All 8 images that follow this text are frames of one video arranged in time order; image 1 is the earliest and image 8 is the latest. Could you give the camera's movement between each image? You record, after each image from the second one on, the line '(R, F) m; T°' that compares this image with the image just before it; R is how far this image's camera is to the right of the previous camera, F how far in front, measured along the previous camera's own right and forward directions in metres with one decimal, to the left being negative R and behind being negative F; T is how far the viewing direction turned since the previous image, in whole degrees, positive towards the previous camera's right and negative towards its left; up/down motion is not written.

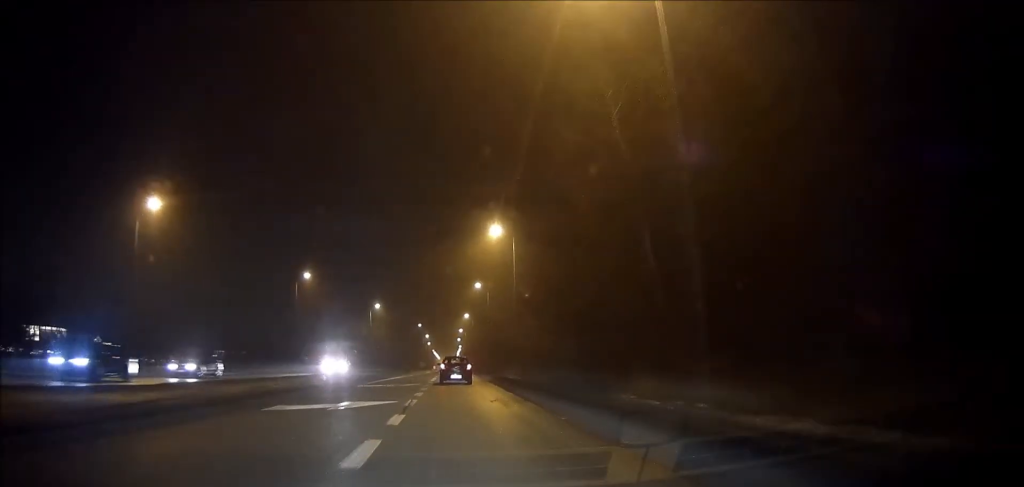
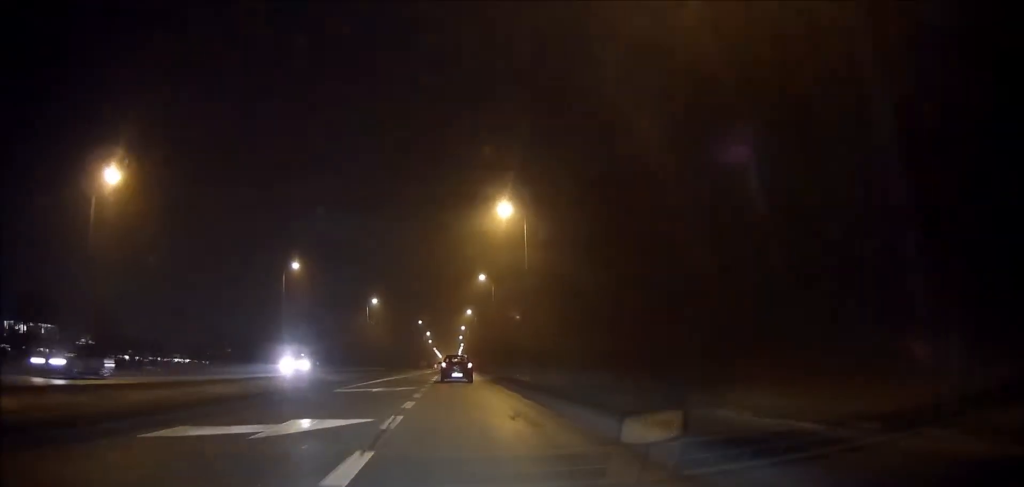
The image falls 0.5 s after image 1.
(0.0, +6.6) m; 0°
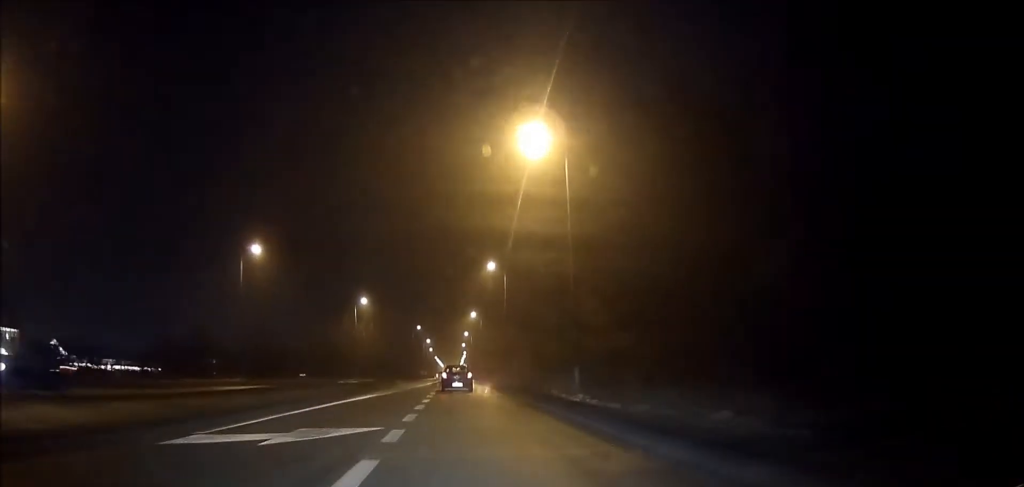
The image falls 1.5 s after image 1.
(0.0, +15.1) m; +1°
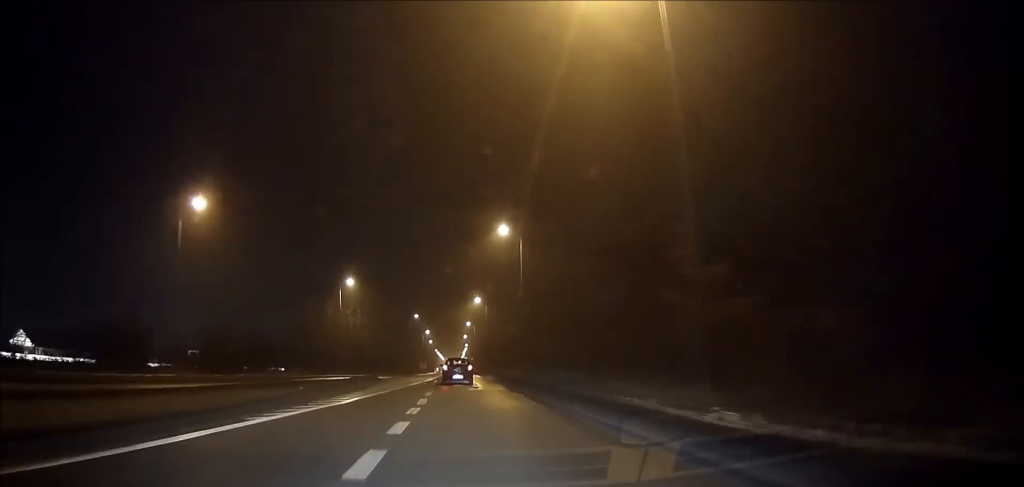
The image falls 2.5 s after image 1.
(+0.1, +13.3) m; 0°
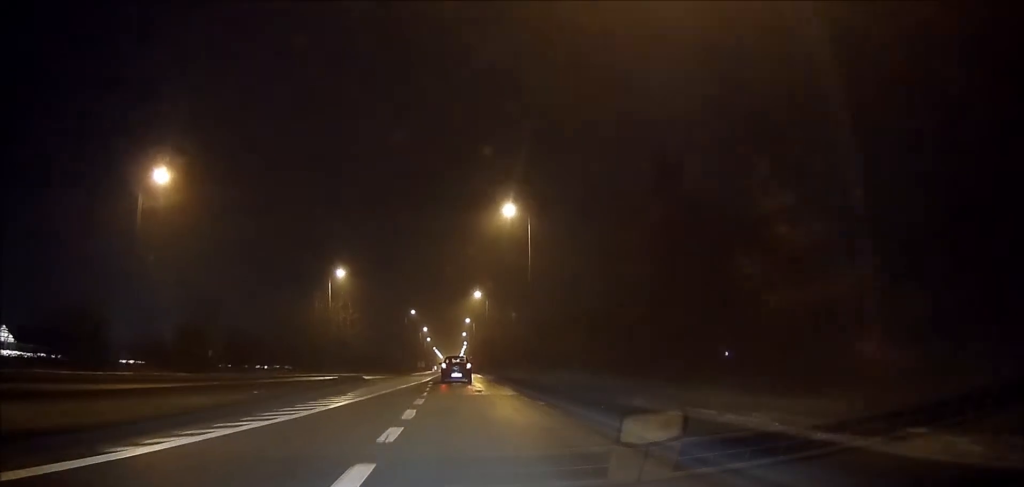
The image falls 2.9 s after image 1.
(0.0, +5.8) m; 0°
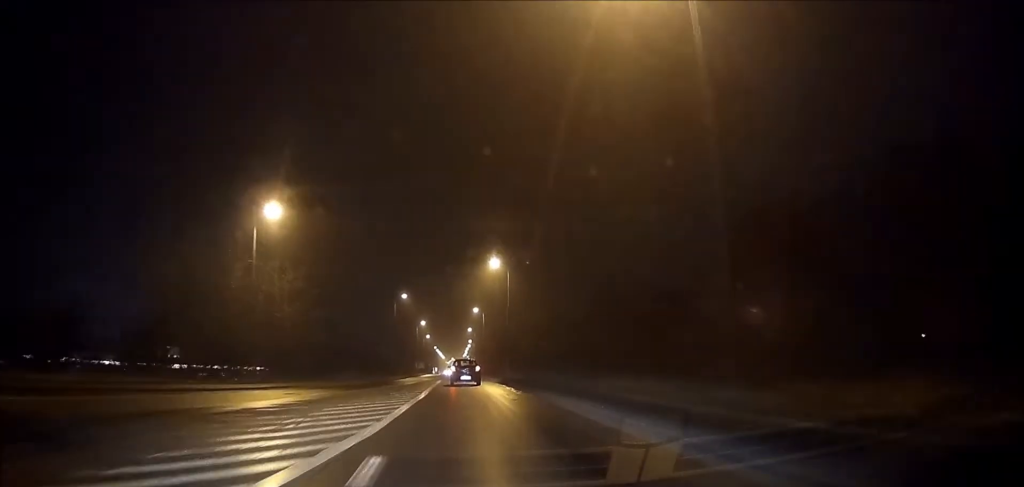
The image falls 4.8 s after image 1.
(-0.4, +29.0) m; -1°
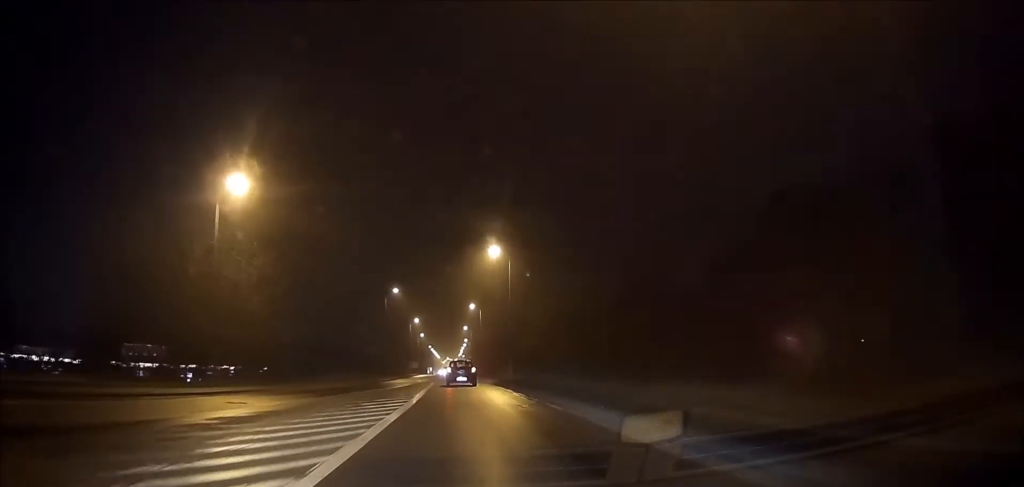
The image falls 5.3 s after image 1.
(0.0, +6.5) m; +1°
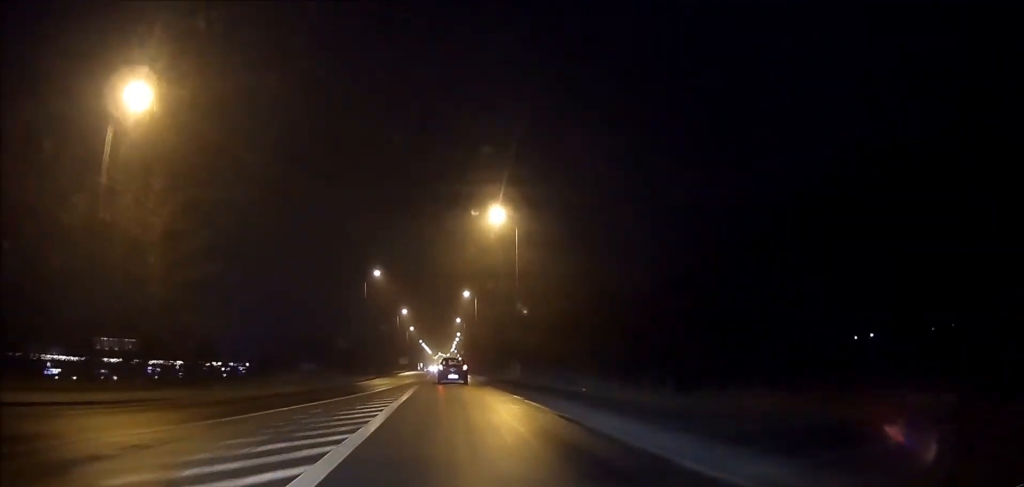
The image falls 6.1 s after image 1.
(+0.1, +12.5) m; 0°
